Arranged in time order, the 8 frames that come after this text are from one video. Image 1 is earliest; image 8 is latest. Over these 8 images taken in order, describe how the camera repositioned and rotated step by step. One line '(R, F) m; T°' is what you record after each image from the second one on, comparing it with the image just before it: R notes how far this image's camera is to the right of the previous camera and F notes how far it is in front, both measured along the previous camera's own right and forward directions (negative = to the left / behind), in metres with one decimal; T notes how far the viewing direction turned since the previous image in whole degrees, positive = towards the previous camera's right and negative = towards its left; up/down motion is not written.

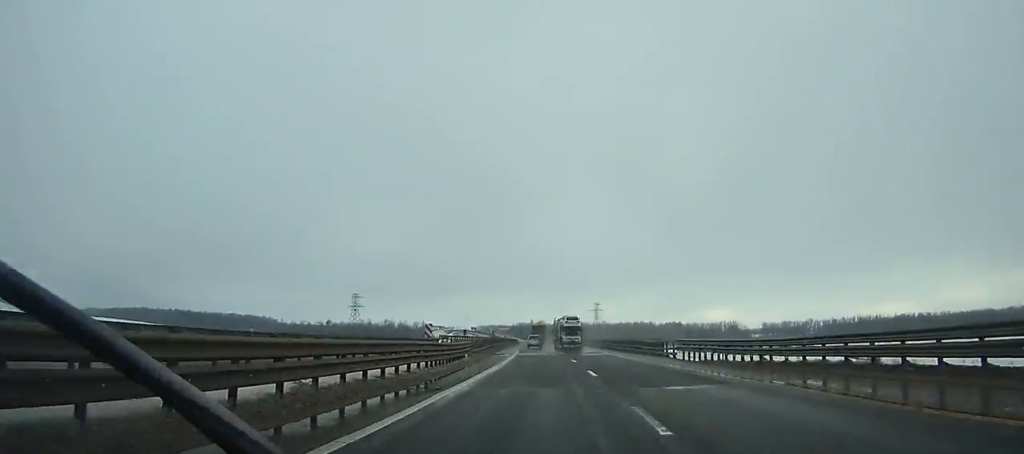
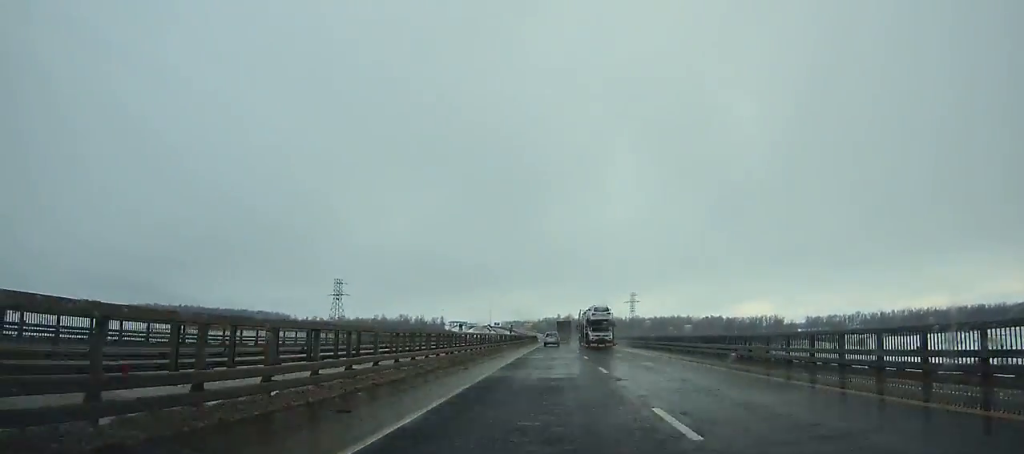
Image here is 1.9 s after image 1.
(-0.9, +51.3) m; -1°
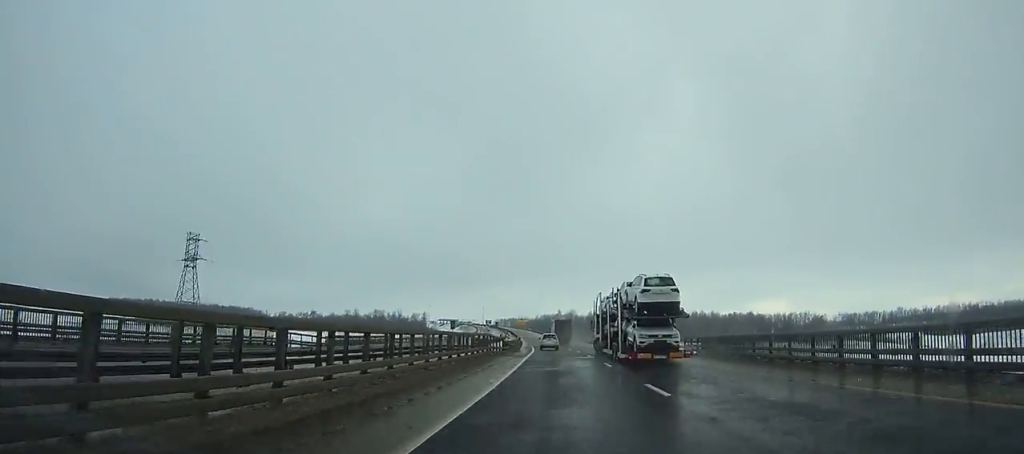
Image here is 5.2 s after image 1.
(-0.6, +88.6) m; -1°
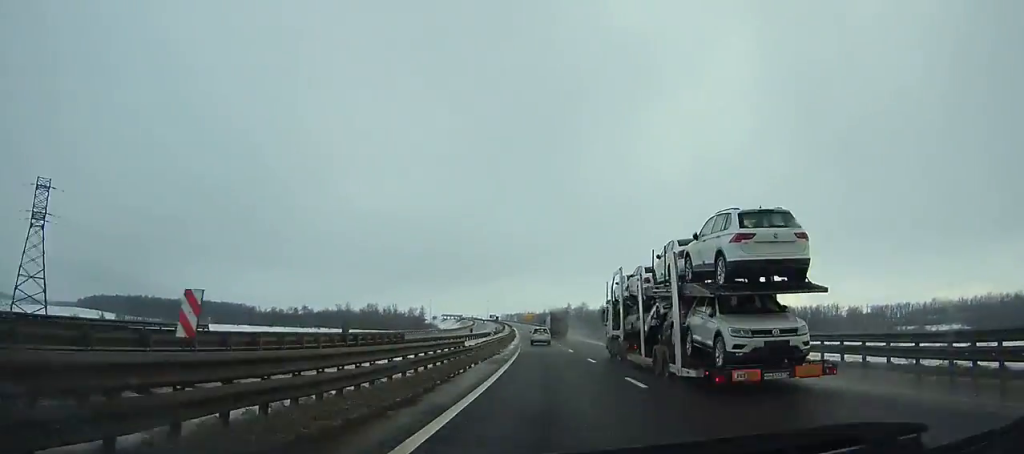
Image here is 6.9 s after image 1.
(-0.7, +45.2) m; -1°
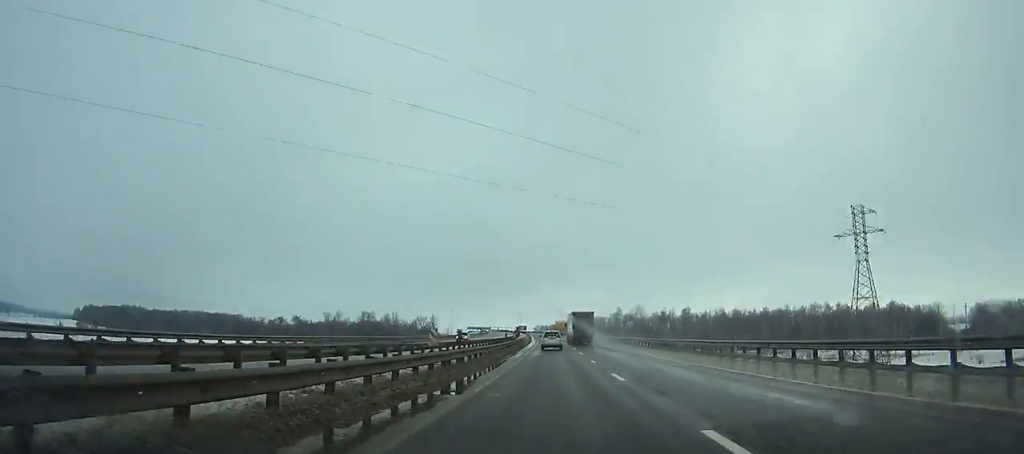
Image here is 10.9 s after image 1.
(-2.0, +106.6) m; -2°
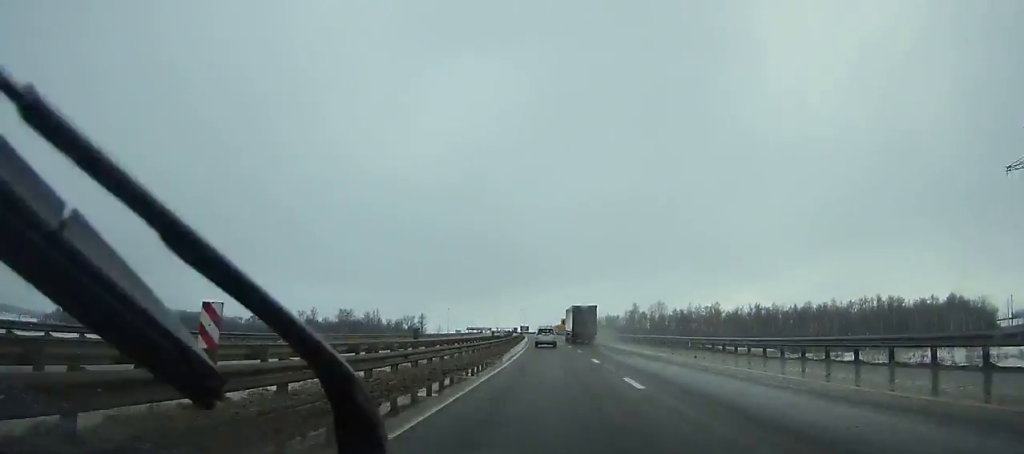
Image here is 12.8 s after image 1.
(-0.7, +50.6) m; -1°
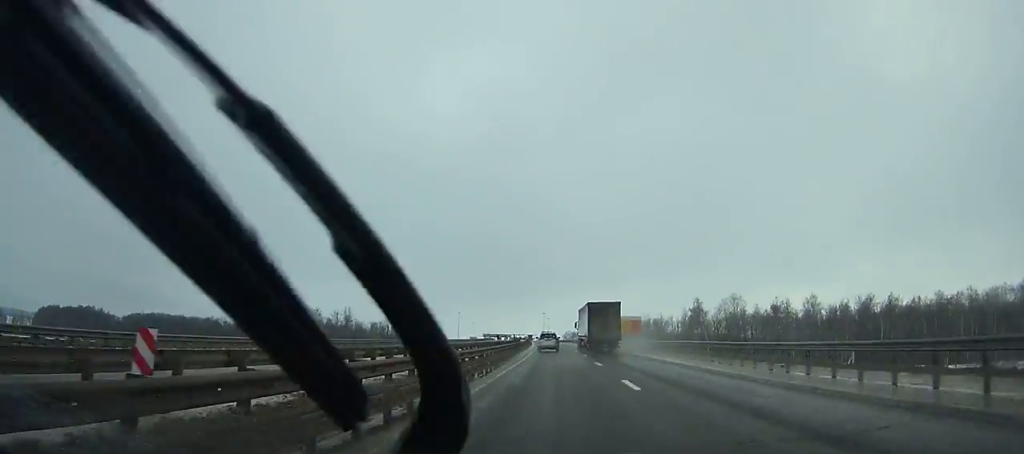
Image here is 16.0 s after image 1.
(-1.6, +85.3) m; -2°
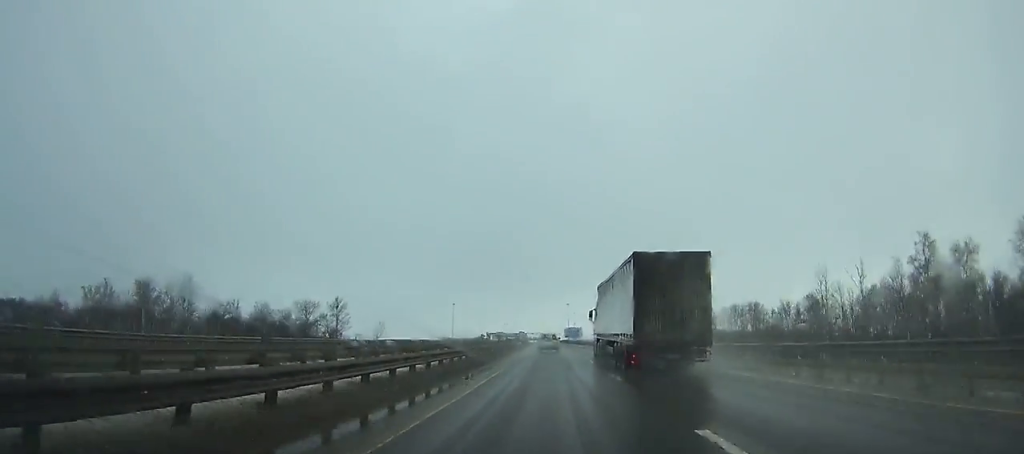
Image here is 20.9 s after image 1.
(-3.6, +130.1) m; -3°
